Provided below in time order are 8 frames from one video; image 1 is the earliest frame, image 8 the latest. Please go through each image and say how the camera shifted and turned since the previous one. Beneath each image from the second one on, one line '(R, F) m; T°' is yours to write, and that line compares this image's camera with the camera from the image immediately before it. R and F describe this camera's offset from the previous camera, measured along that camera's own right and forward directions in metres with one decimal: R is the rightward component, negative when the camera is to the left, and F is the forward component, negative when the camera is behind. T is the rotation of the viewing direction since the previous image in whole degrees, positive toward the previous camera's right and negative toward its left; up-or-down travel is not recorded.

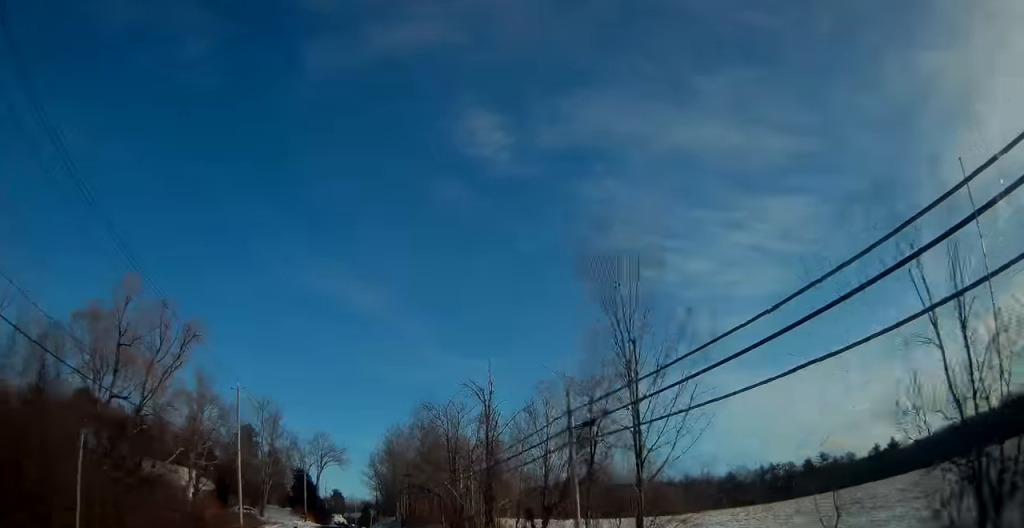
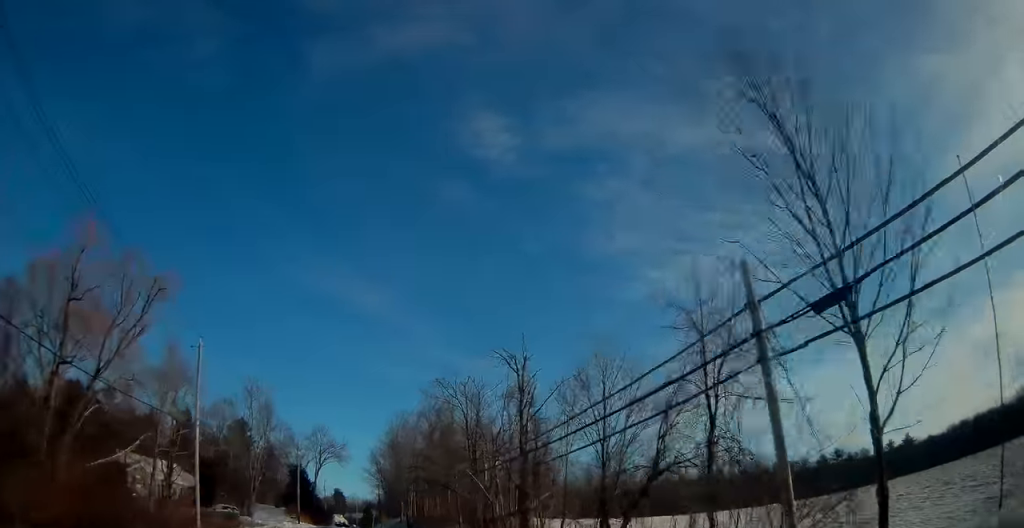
(-0.1, +9.5) m; 0°
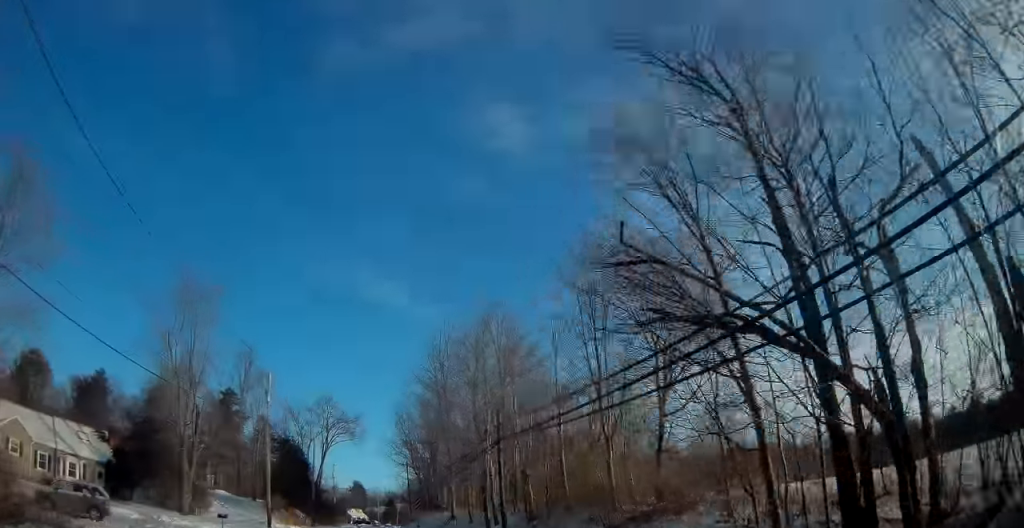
(-0.2, +36.0) m; 0°
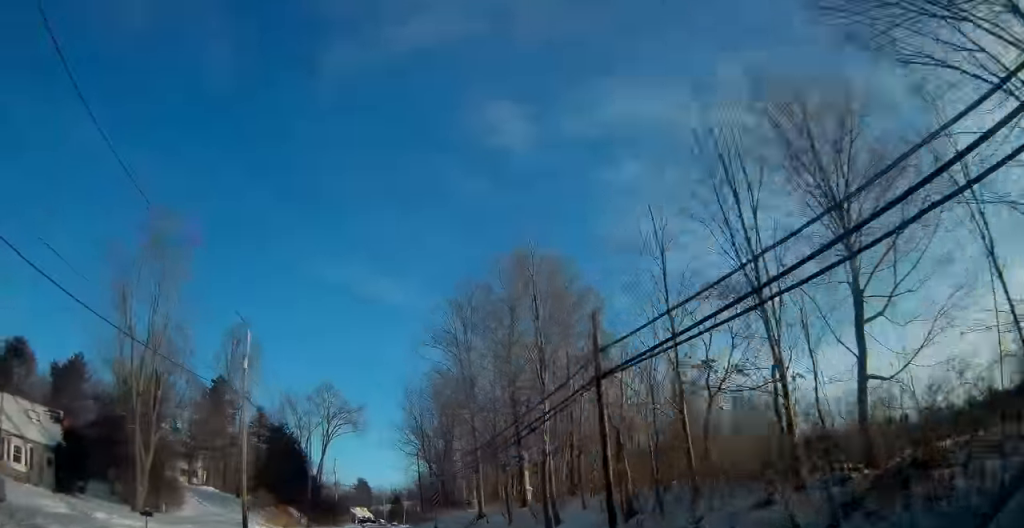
(0.0, +10.4) m; 0°
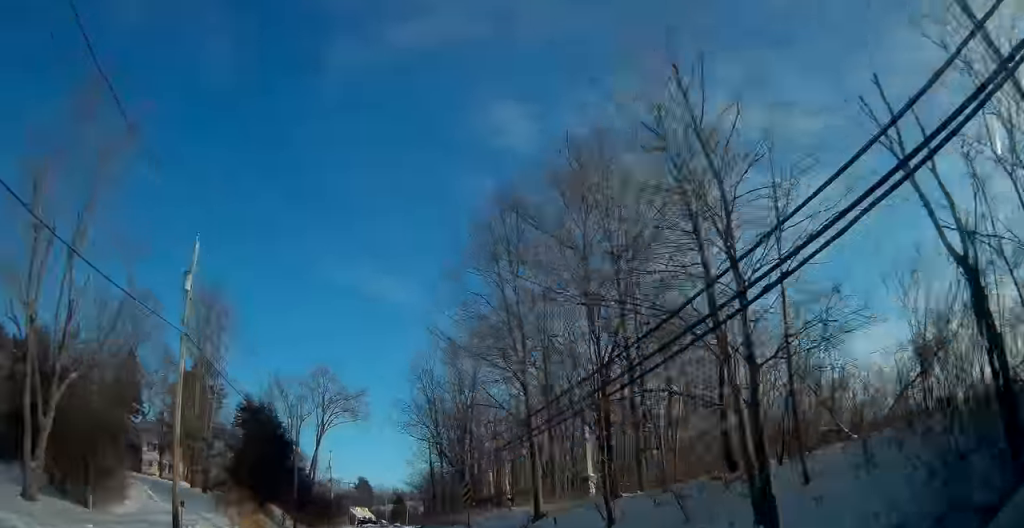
(0.0, +12.8) m; 0°
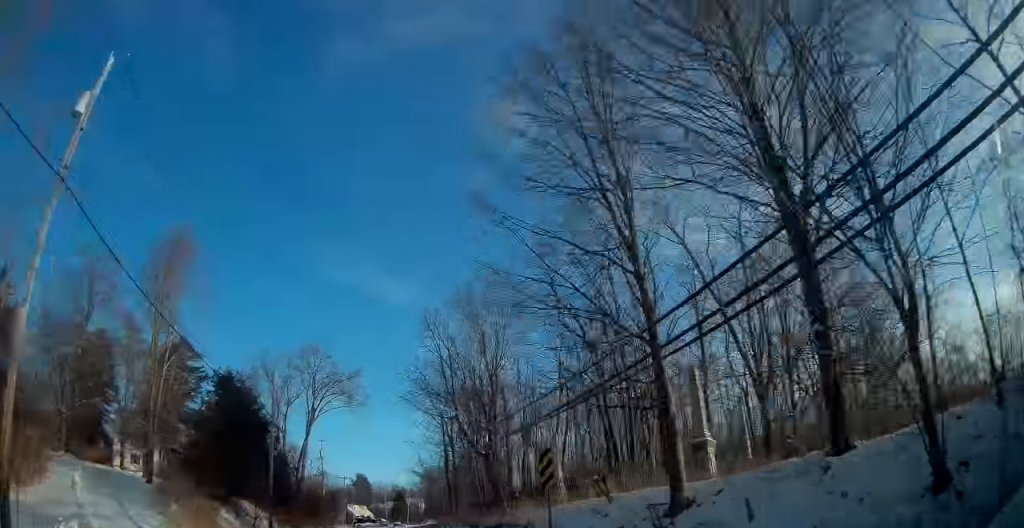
(0.0, +11.0) m; 0°
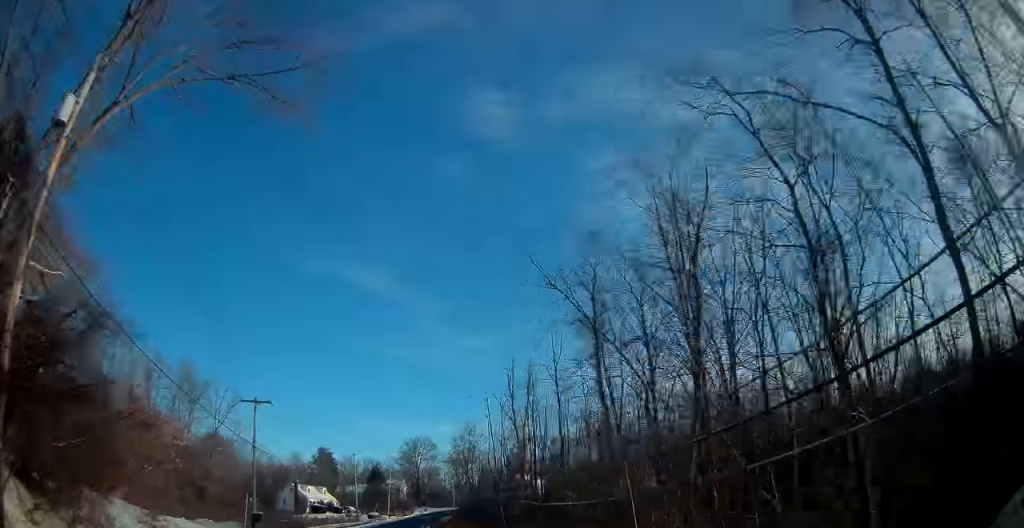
(0.0, +61.0) m; +2°
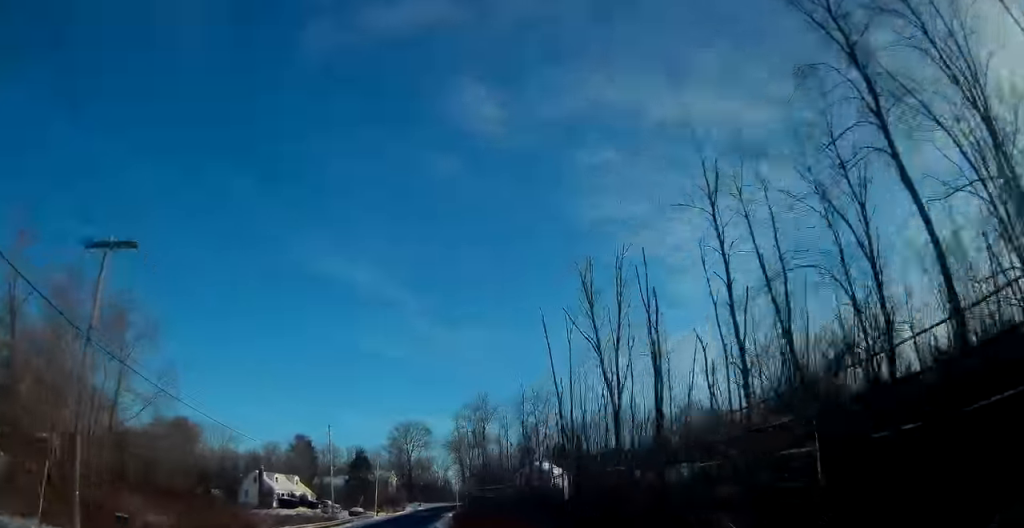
(+0.5, +24.3) m; +2°
